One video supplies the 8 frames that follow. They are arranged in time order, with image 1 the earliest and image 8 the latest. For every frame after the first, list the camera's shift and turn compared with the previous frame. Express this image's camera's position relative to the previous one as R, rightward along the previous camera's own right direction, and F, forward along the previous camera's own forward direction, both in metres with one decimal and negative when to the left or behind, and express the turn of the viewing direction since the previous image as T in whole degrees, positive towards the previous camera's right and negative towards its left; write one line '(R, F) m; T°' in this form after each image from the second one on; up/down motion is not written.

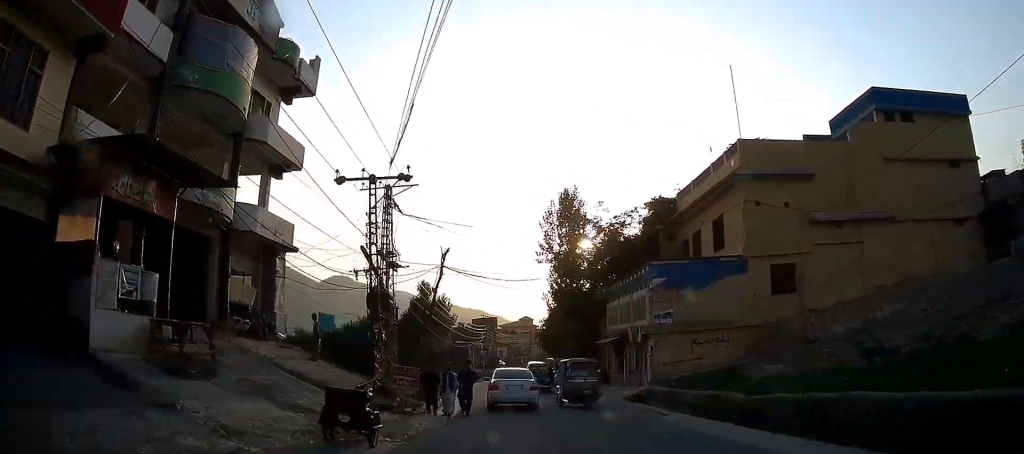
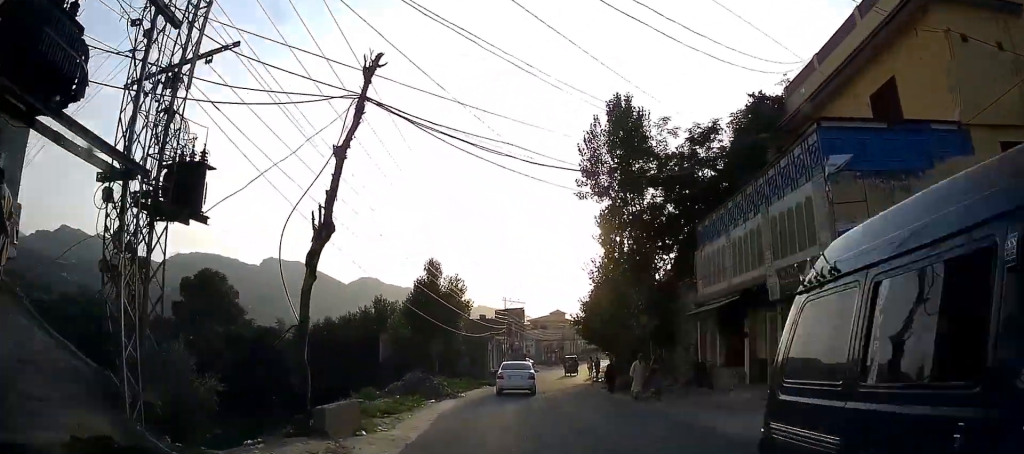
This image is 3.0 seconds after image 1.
(-0.7, +15.9) m; 0°
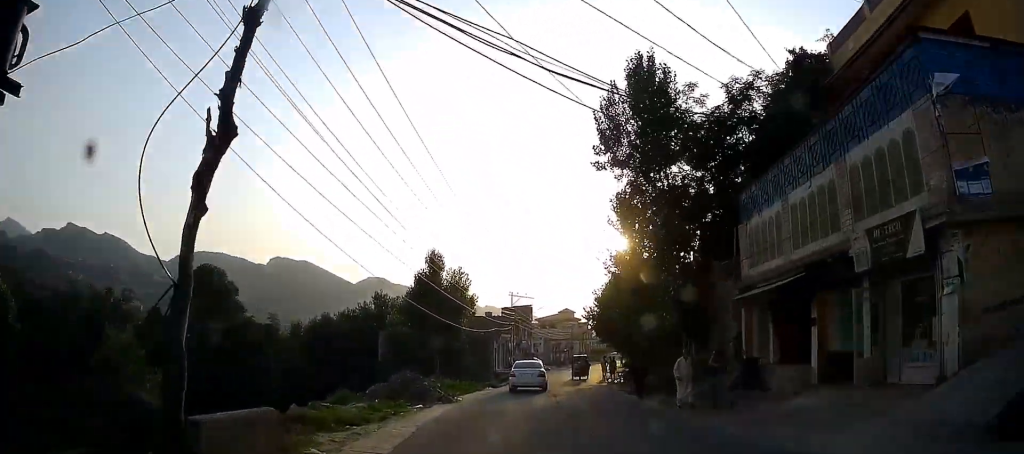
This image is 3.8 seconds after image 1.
(+0.1, +4.6) m; 0°
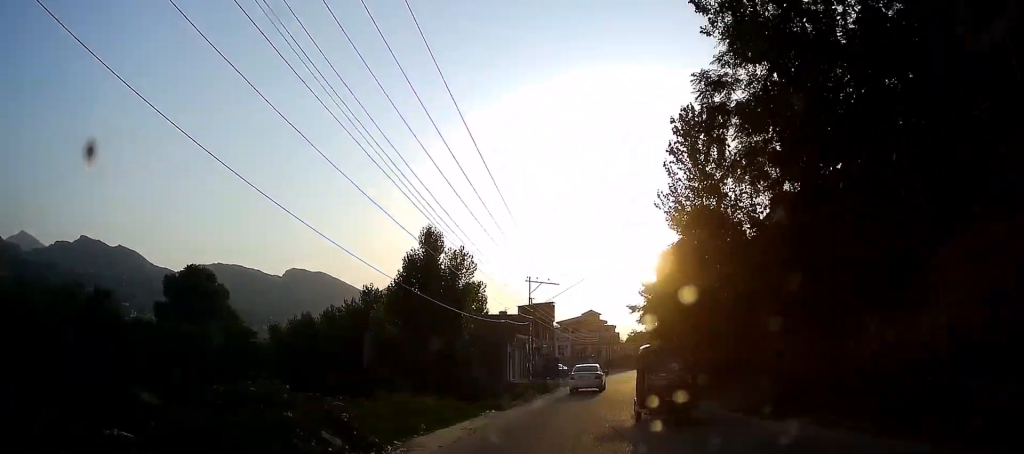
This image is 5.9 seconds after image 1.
(+0.1, +12.6) m; -1°
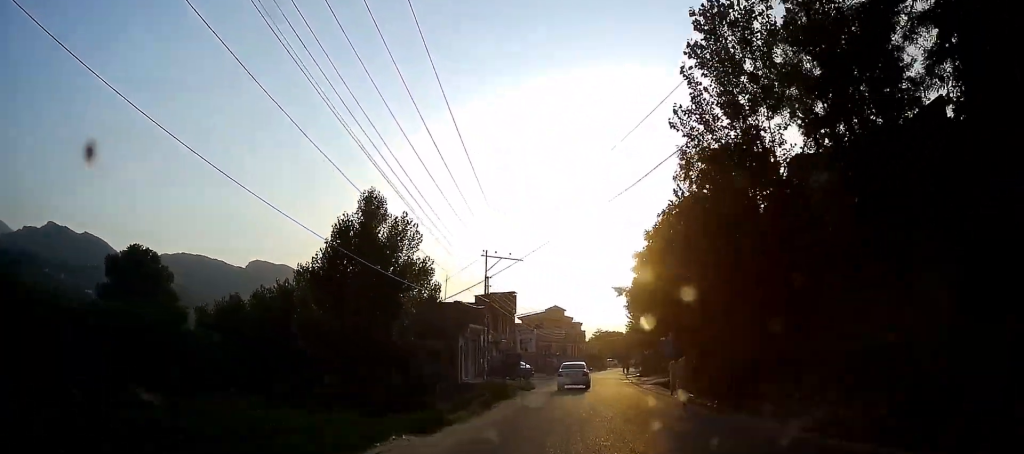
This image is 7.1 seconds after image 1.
(-0.5, +7.9) m; 0°
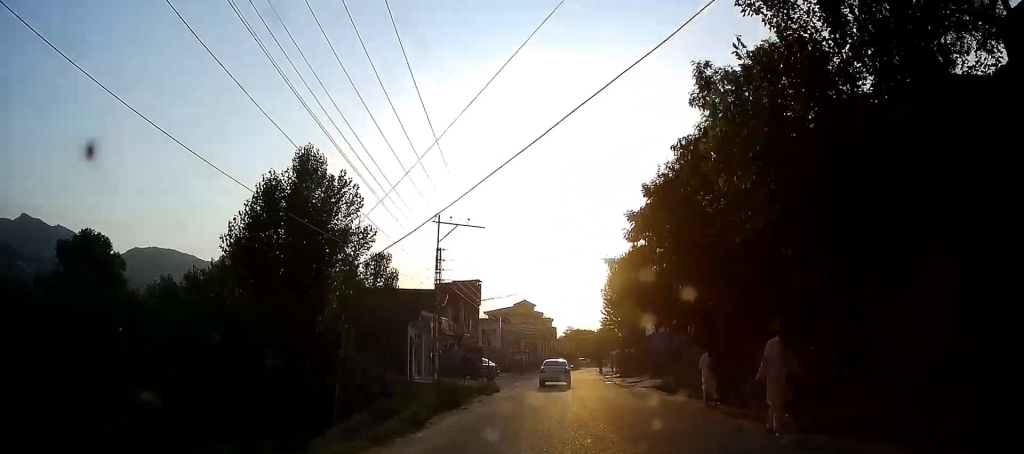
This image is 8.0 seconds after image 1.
(+0.3, +6.7) m; +1°
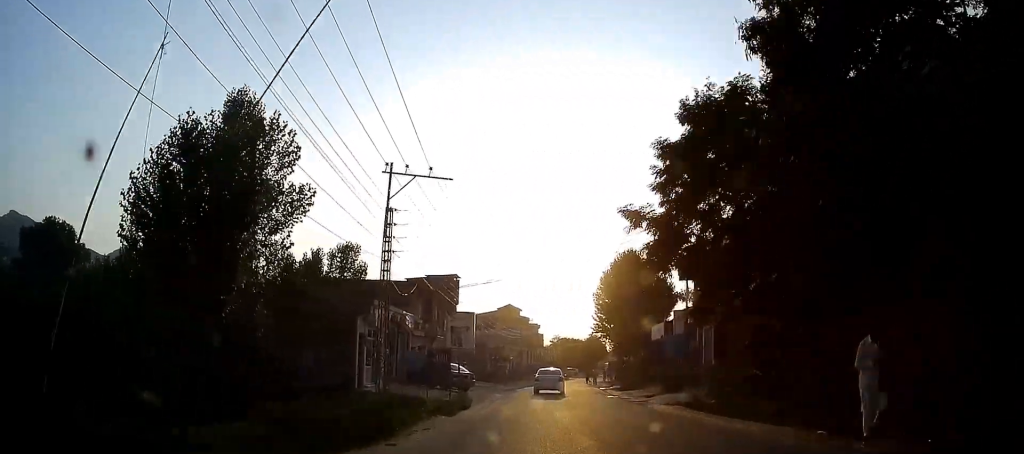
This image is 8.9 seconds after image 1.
(+0.2, +6.8) m; +1°
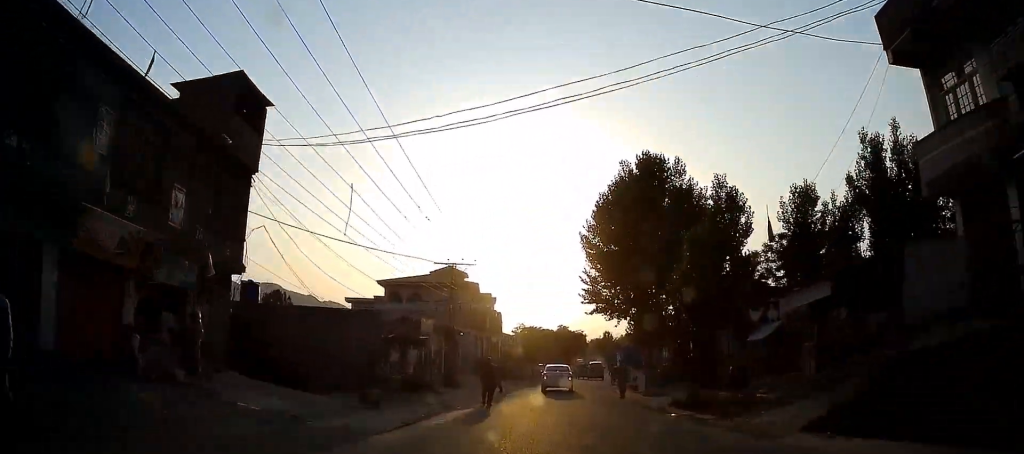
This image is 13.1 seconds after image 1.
(+3.1, +32.3) m; +9°
